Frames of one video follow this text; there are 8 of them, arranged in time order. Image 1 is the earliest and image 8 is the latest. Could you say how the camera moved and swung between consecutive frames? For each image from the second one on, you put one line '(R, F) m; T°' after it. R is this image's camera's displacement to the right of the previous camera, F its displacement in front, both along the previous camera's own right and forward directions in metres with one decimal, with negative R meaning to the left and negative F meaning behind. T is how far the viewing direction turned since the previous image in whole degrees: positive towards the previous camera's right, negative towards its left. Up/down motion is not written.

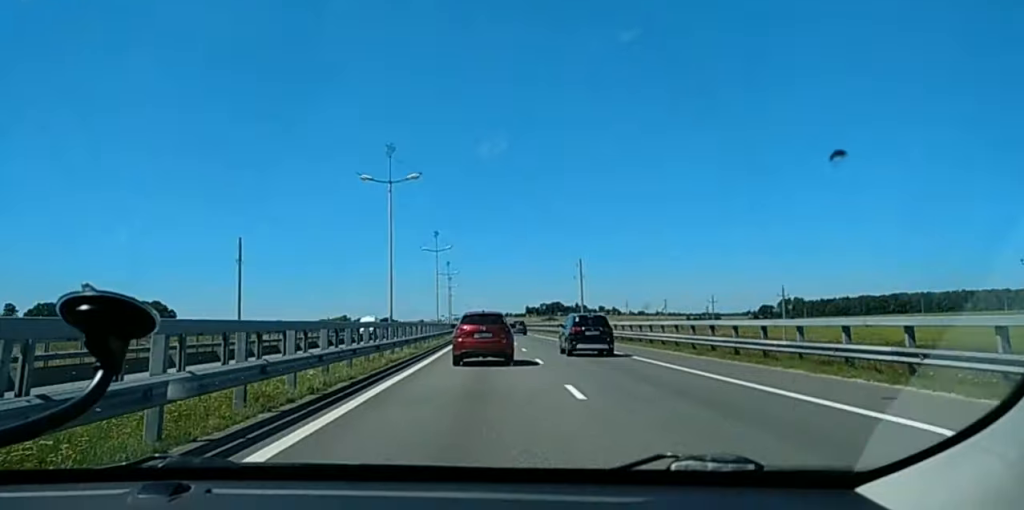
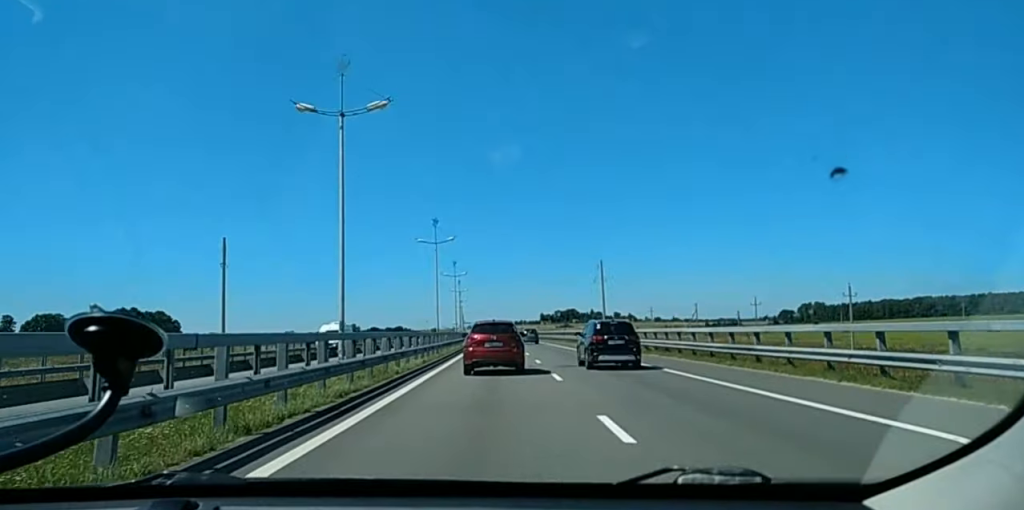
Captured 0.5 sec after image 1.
(0.0, +17.5) m; 0°
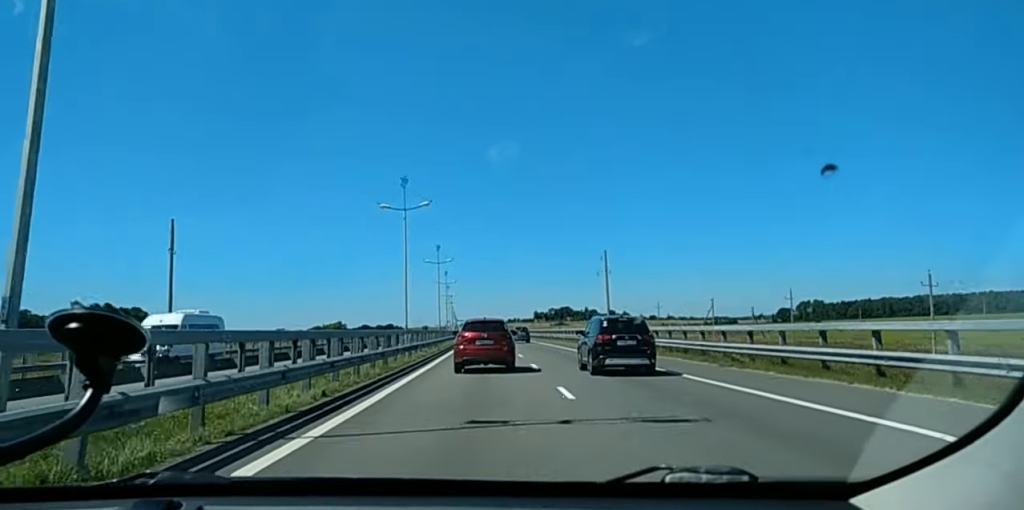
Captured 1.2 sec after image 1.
(-0.1, +19.8) m; 0°
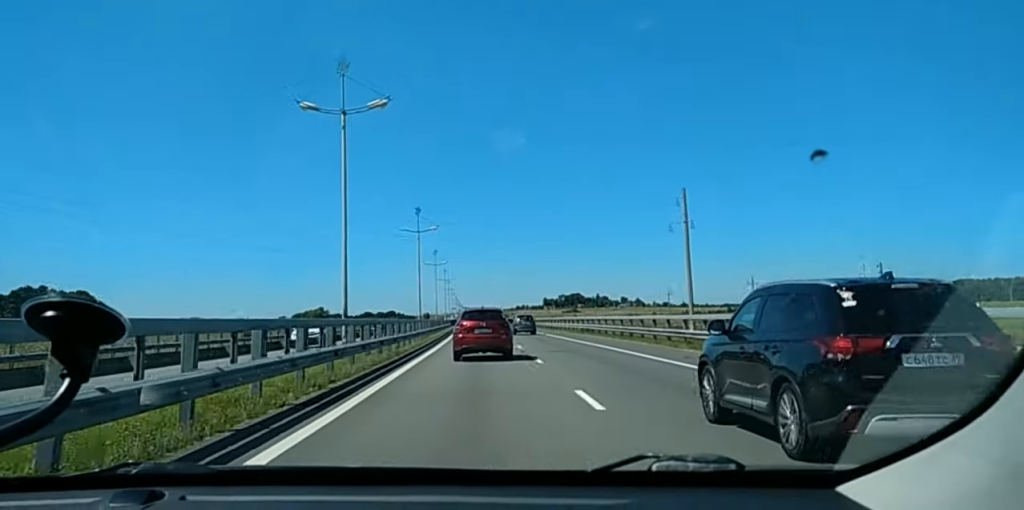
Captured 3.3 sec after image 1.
(-0.7, +64.9) m; -1°
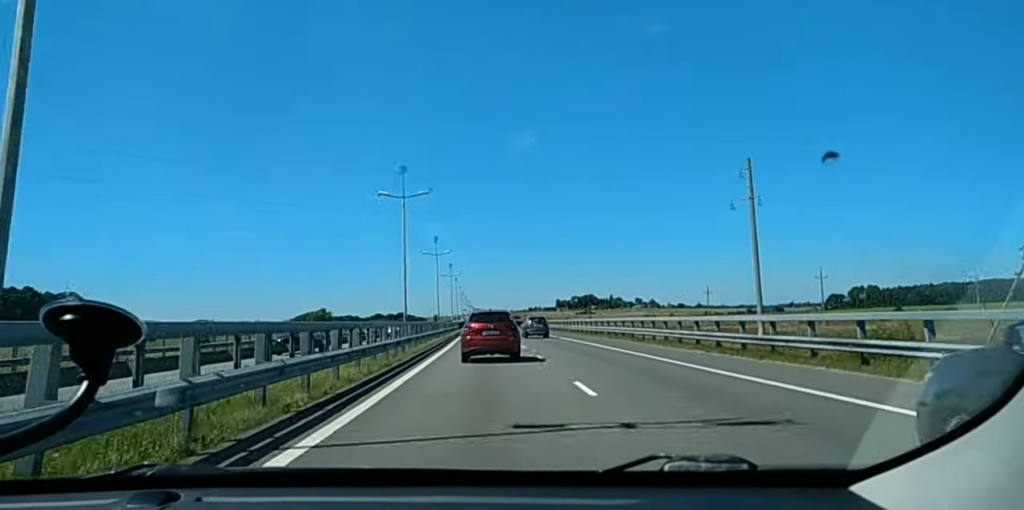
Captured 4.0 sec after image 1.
(0.0, +20.6) m; 0°
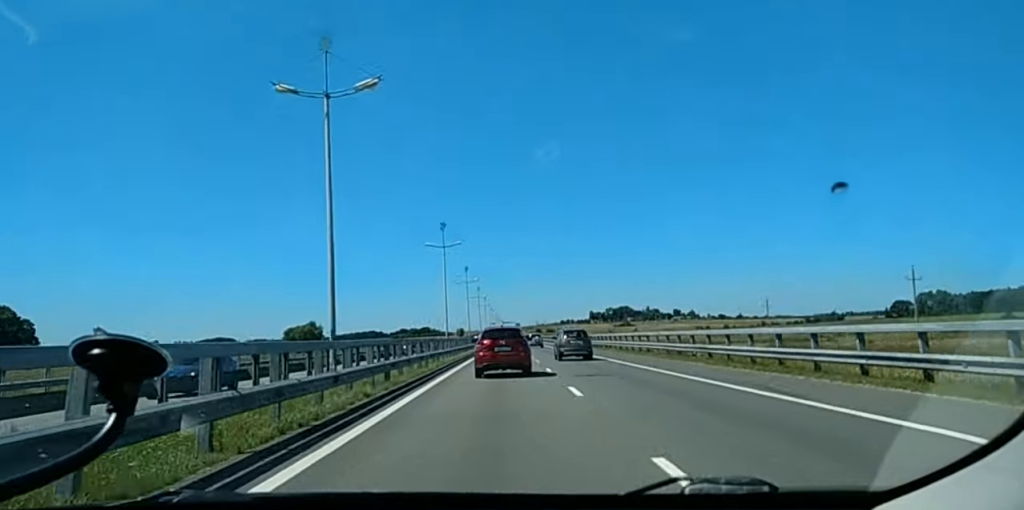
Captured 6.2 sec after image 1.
(-0.3, +67.6) m; 0°
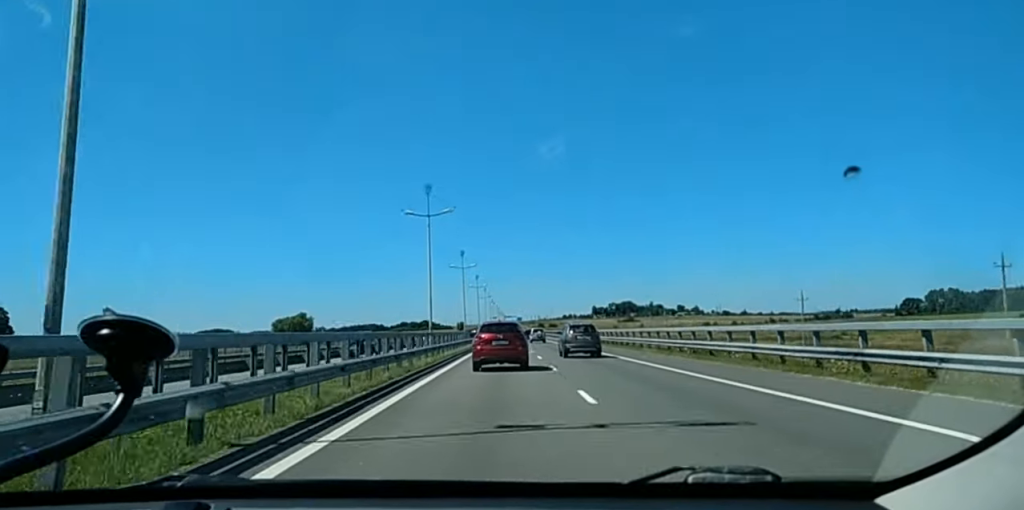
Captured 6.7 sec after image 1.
(0.0, +15.5) m; 0°
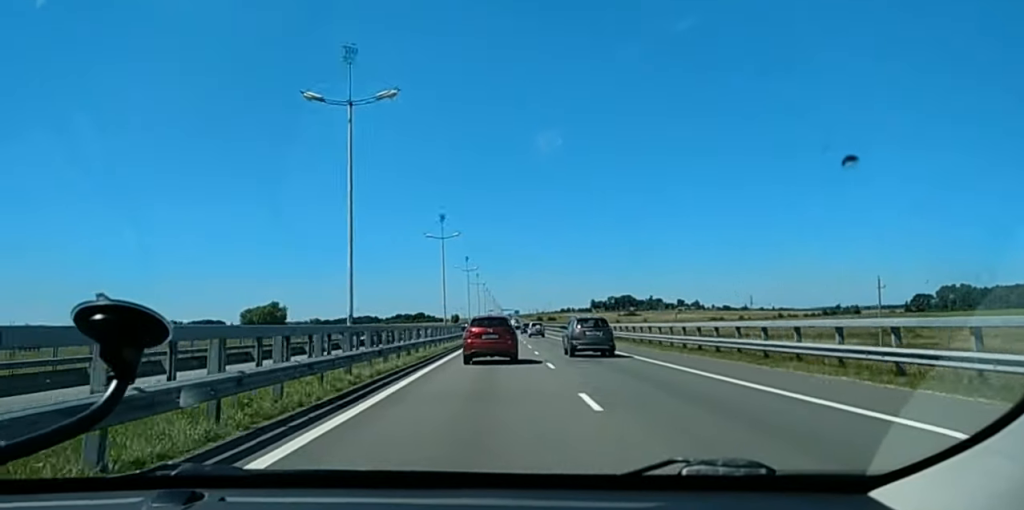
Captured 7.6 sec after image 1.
(+0.1, +28.3) m; 0°
